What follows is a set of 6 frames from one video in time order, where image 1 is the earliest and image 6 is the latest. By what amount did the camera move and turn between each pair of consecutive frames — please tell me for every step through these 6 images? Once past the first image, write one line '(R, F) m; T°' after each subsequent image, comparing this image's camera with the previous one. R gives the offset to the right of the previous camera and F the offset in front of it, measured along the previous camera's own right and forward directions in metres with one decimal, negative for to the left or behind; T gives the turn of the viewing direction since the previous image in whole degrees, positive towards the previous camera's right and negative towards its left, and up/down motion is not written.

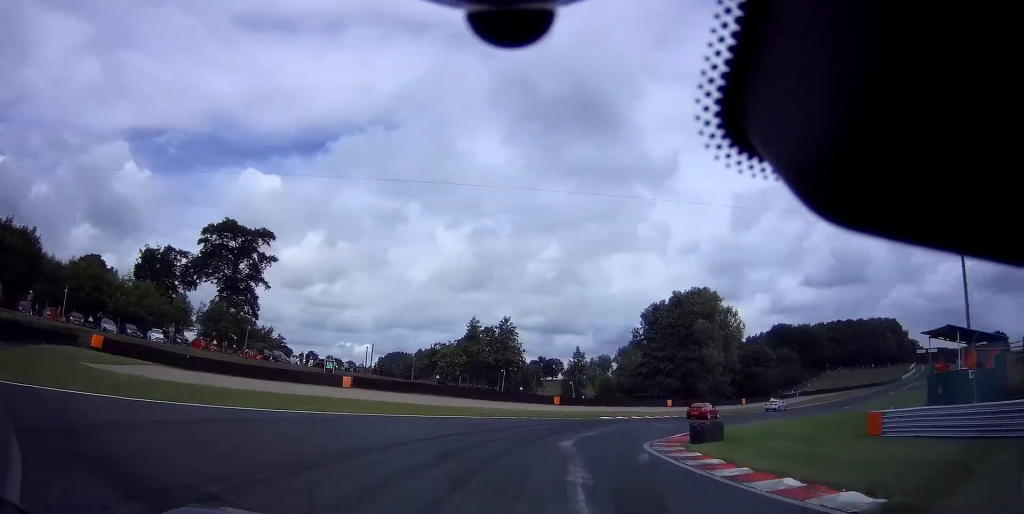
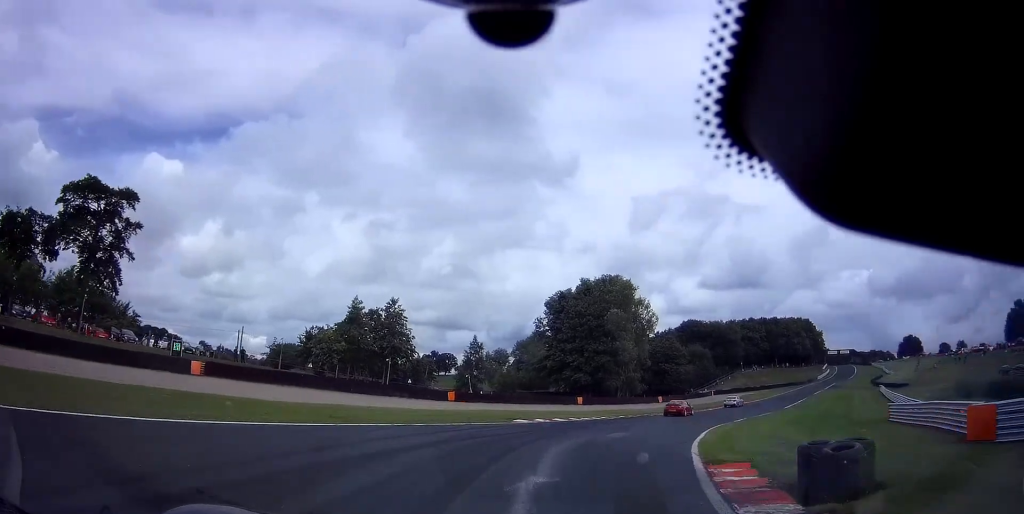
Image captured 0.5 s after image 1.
(+0.4, +10.3) m; +10°
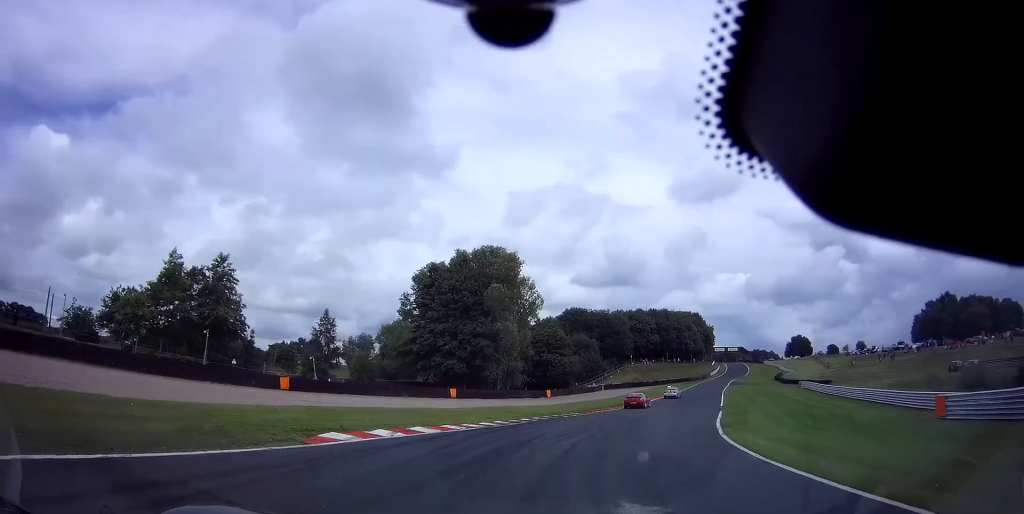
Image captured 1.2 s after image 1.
(+2.4, +14.4) m; +13°
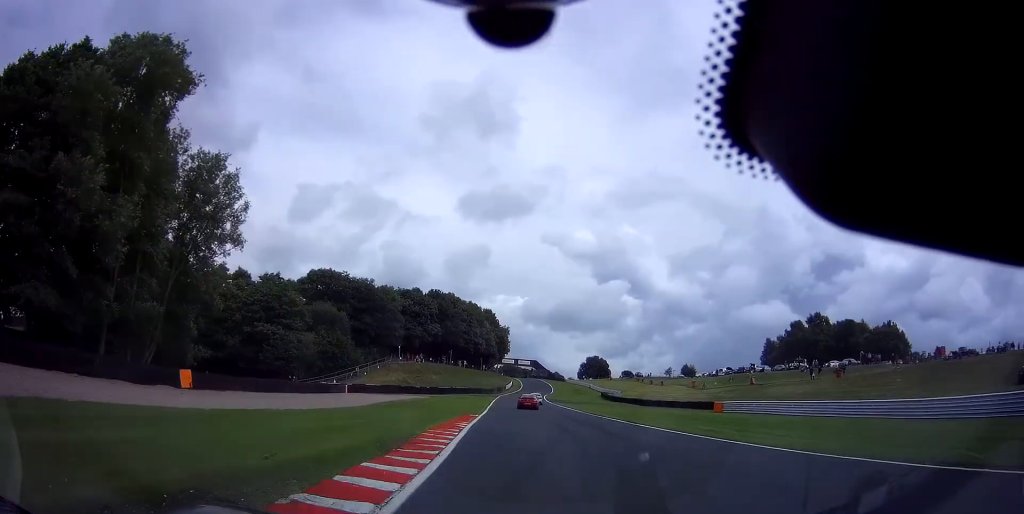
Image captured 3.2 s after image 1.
(+11.7, +44.2) m; +23°
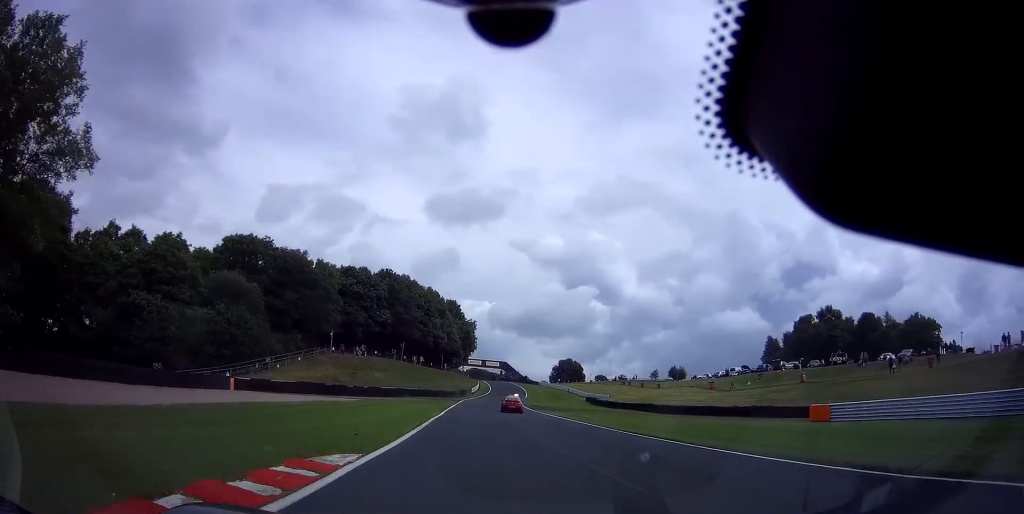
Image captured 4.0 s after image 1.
(+1.0, +21.6) m; +4°
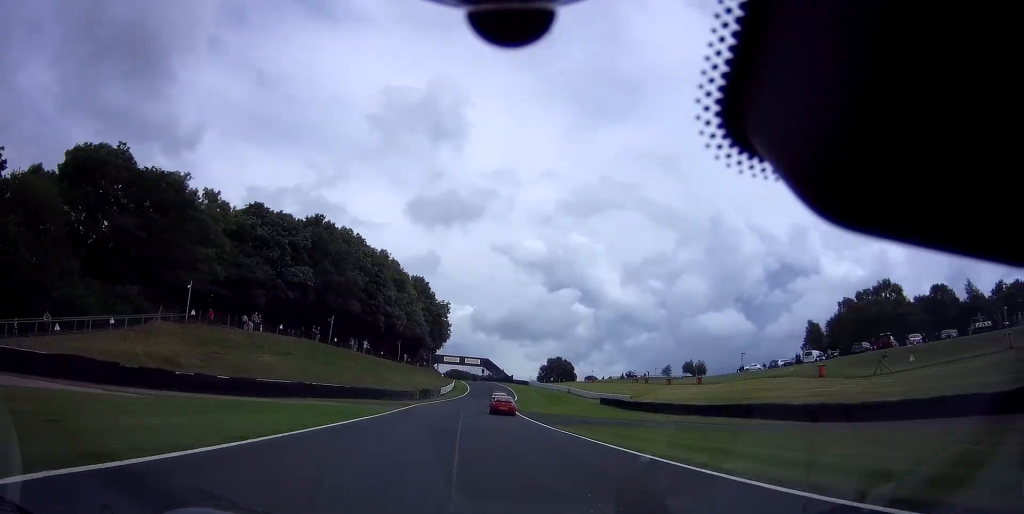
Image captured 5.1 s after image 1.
(+0.9, +30.5) m; +2°
